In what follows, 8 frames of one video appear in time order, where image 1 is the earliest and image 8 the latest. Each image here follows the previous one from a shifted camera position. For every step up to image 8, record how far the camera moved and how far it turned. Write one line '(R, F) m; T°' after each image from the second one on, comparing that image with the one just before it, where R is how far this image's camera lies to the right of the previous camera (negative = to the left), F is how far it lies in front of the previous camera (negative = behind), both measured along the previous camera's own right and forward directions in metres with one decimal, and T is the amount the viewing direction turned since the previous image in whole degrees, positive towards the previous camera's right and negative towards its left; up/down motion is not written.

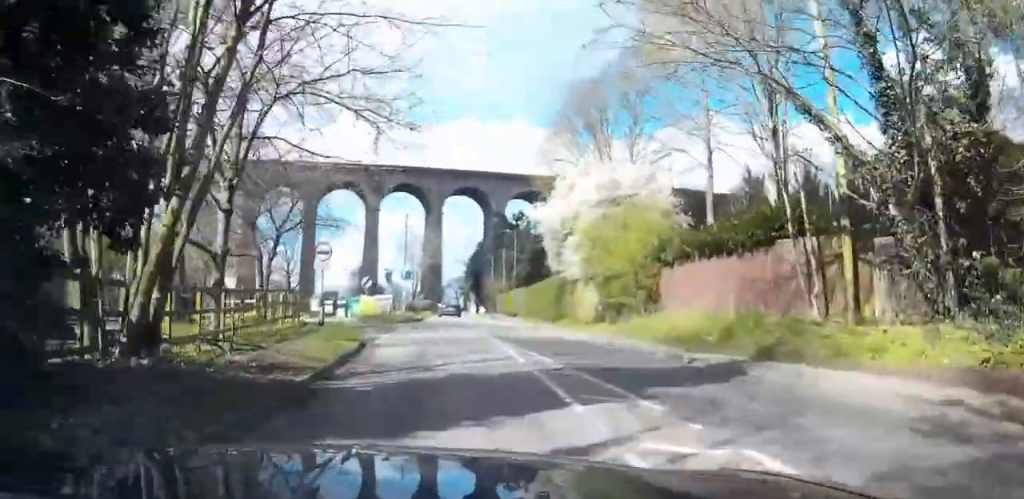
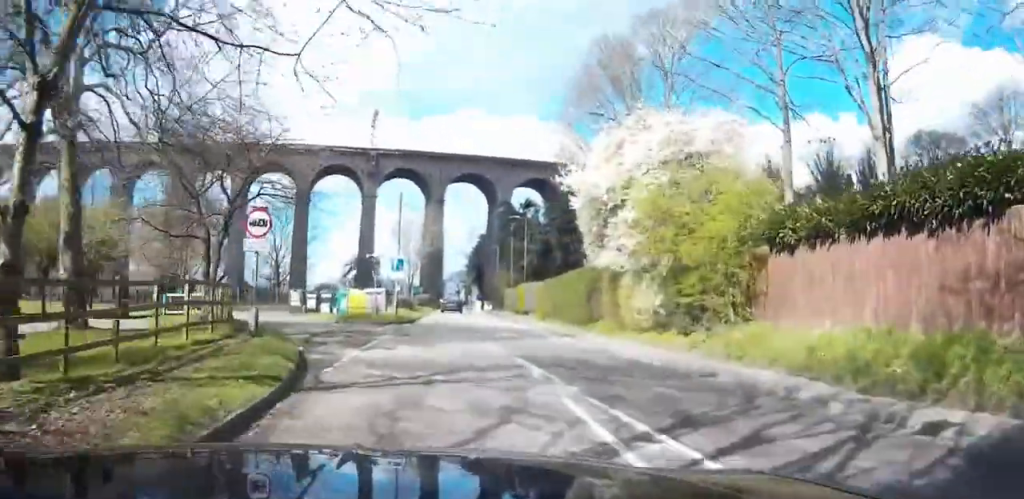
(0.0, +8.7) m; 0°
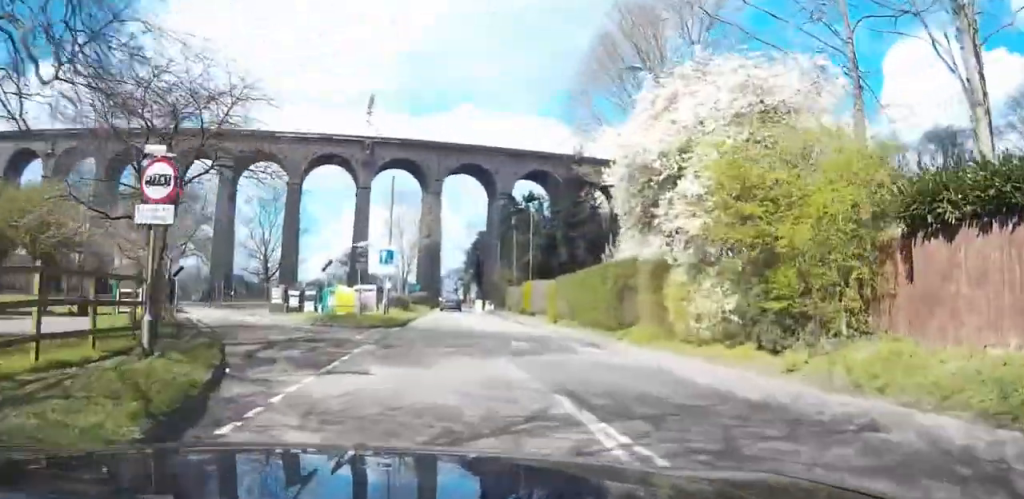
(0.0, +5.7) m; 0°
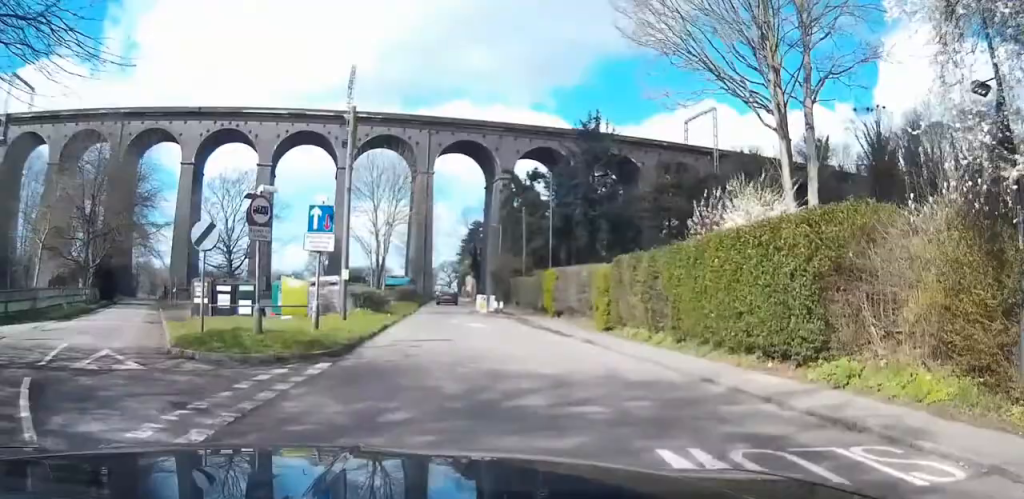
(+0.1, +14.8) m; 0°
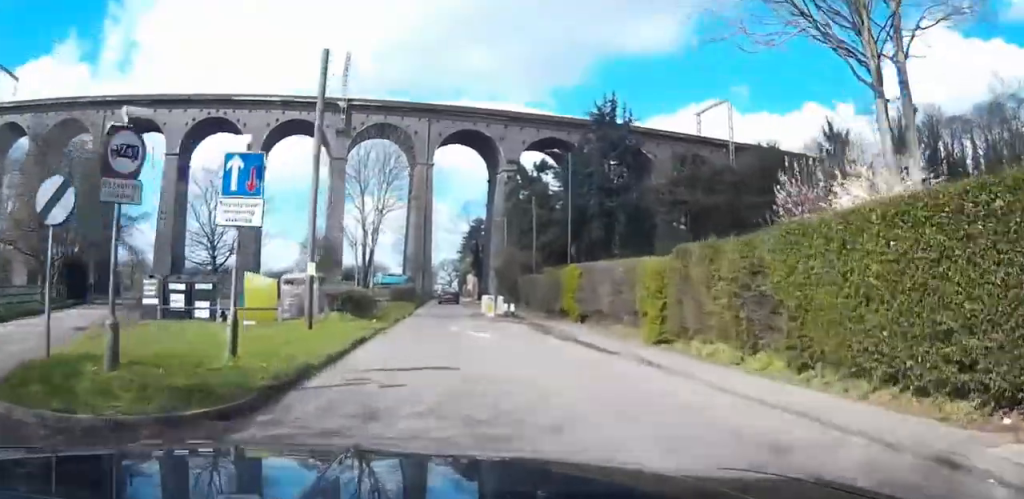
(0.0, +5.9) m; 0°
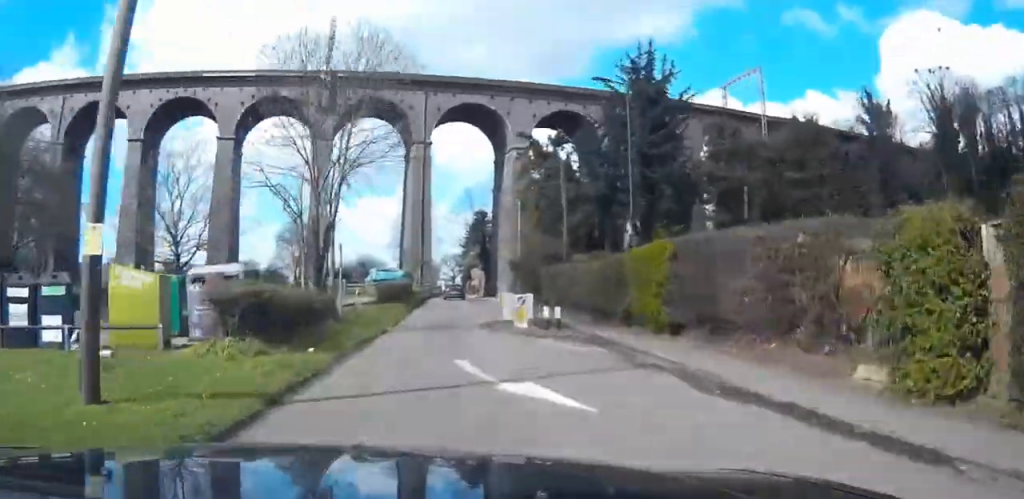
(0.0, +12.0) m; -1°
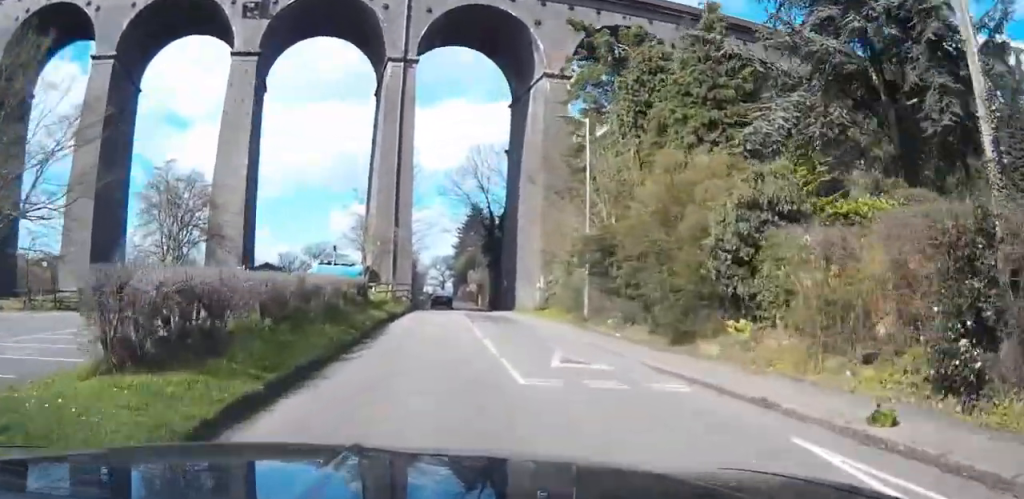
(-0.2, +30.9) m; +1°
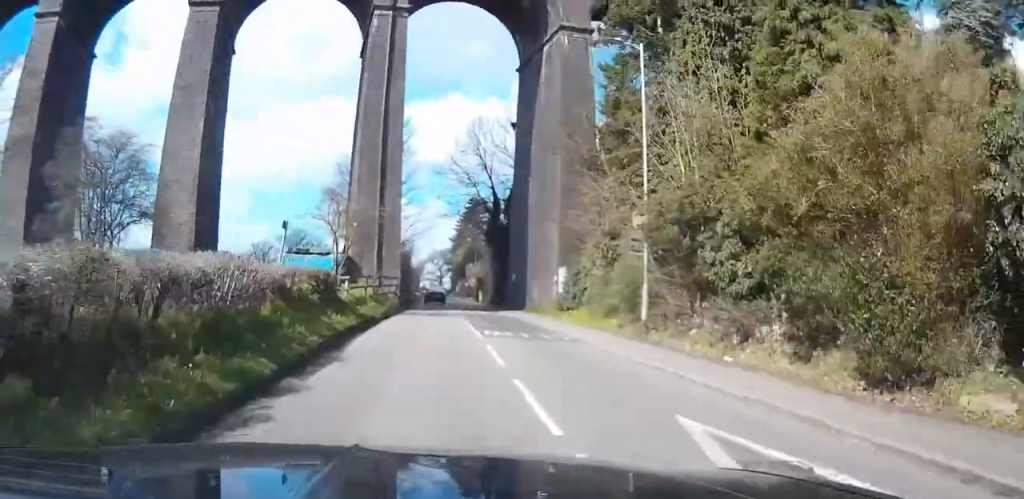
(+0.1, +8.8) m; +1°
